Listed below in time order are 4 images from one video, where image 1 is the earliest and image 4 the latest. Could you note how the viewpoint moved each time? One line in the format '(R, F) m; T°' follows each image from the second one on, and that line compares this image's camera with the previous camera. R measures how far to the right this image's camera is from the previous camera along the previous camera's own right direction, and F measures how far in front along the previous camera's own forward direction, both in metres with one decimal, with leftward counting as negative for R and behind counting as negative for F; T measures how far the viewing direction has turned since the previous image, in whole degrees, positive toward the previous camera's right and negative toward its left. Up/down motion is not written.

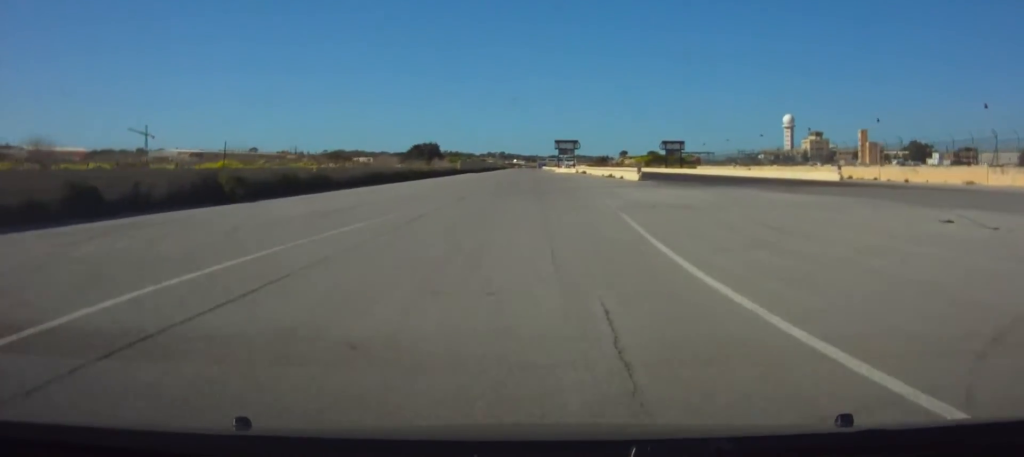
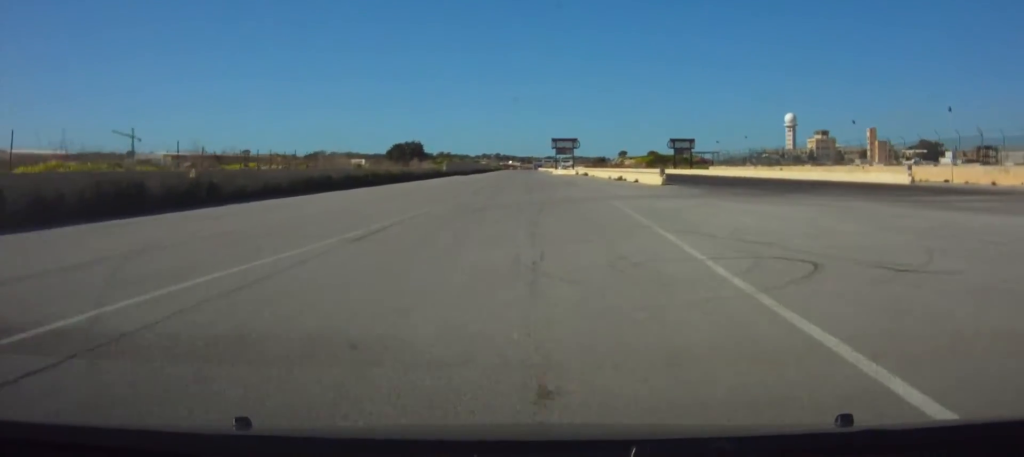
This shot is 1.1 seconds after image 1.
(0.0, +17.4) m; 0°
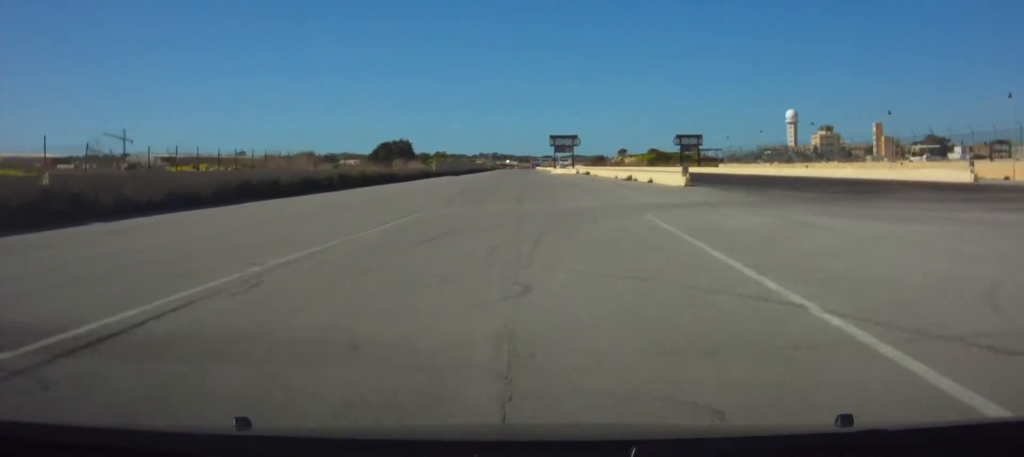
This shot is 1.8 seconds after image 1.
(0.0, +10.7) m; 0°
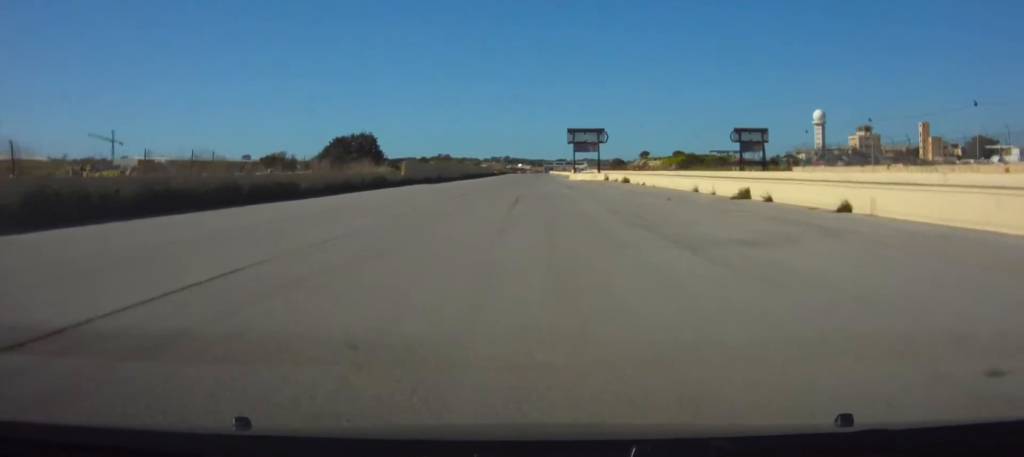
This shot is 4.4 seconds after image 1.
(-0.2, +38.9) m; 0°
